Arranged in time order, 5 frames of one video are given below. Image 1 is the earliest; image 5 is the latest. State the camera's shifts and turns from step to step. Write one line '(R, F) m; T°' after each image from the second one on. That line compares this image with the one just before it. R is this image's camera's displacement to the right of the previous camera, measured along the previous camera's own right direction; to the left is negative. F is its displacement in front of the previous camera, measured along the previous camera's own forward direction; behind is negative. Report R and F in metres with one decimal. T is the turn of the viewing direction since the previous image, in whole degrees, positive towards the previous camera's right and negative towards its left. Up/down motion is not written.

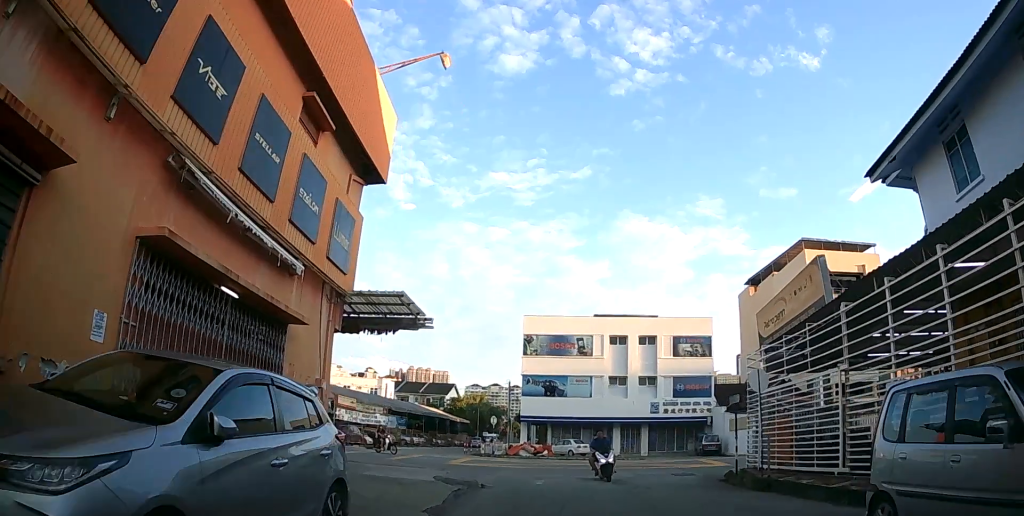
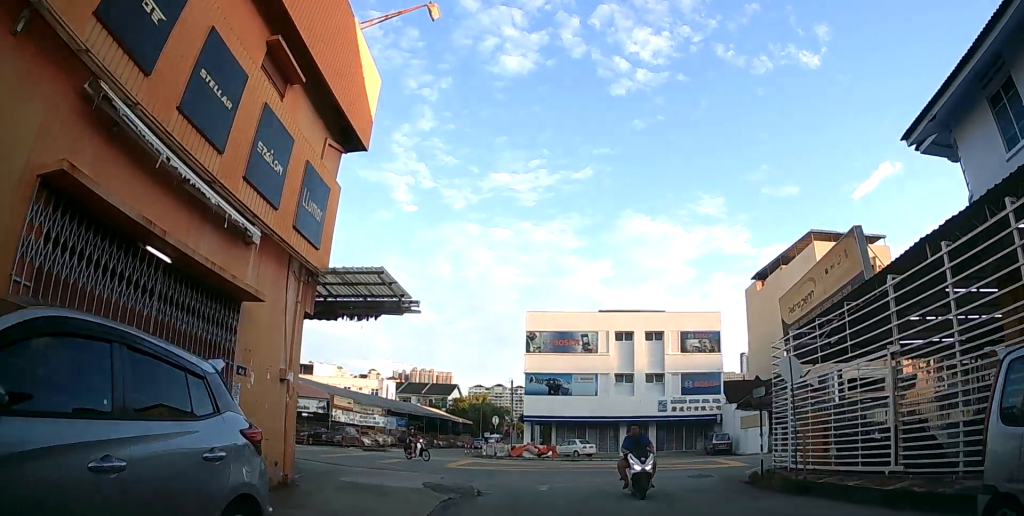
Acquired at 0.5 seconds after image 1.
(0.0, +1.8) m; 0°
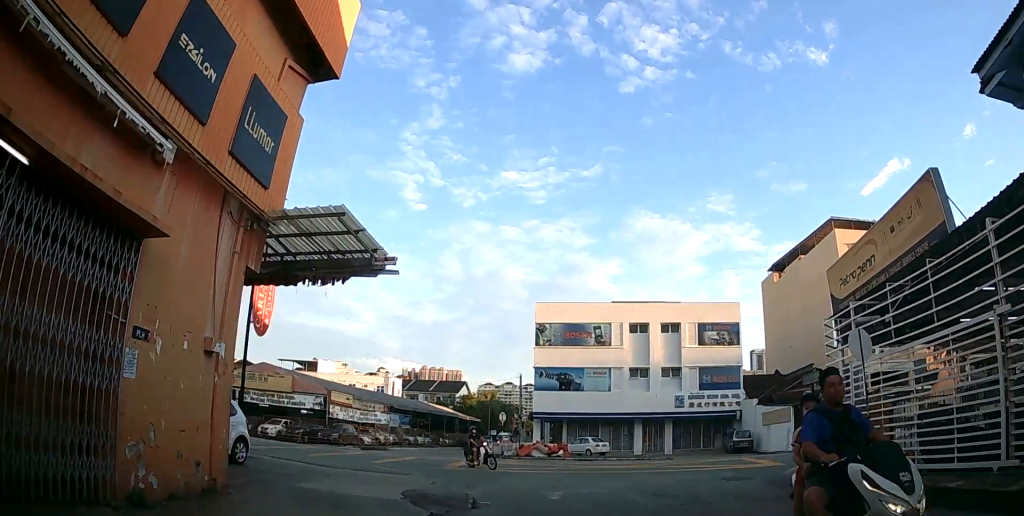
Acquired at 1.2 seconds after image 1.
(0.0, +2.8) m; +1°
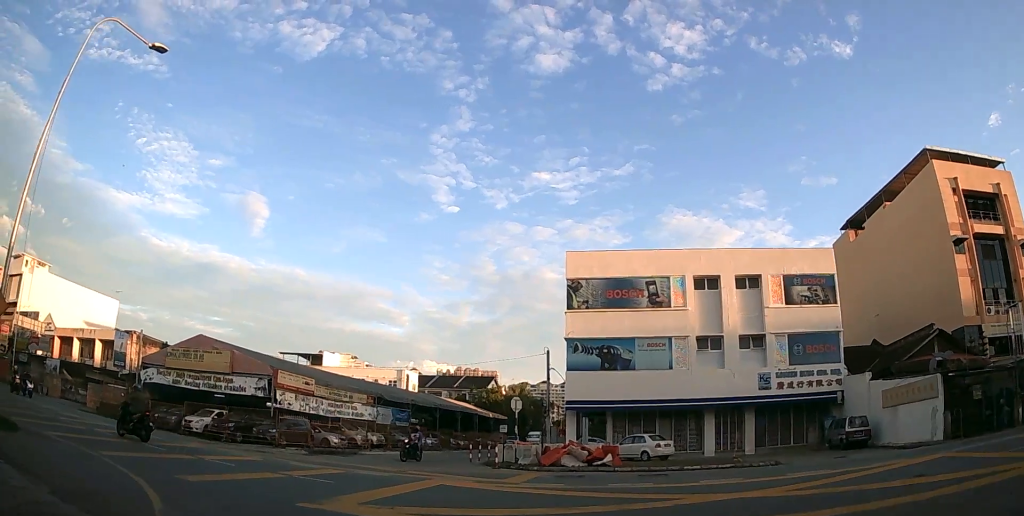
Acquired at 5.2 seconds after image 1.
(-0.2, +13.1) m; -13°
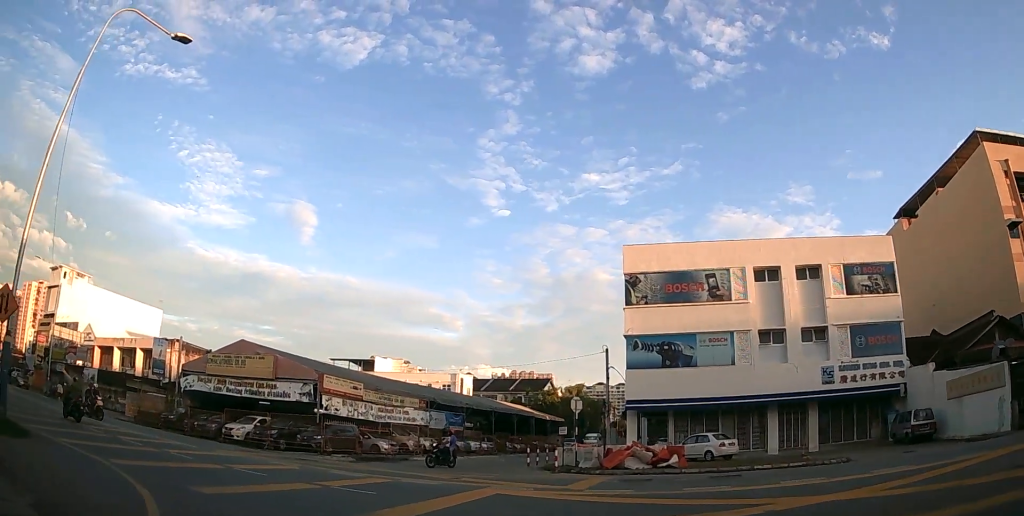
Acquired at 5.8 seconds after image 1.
(-0.1, +1.4) m; -7°
